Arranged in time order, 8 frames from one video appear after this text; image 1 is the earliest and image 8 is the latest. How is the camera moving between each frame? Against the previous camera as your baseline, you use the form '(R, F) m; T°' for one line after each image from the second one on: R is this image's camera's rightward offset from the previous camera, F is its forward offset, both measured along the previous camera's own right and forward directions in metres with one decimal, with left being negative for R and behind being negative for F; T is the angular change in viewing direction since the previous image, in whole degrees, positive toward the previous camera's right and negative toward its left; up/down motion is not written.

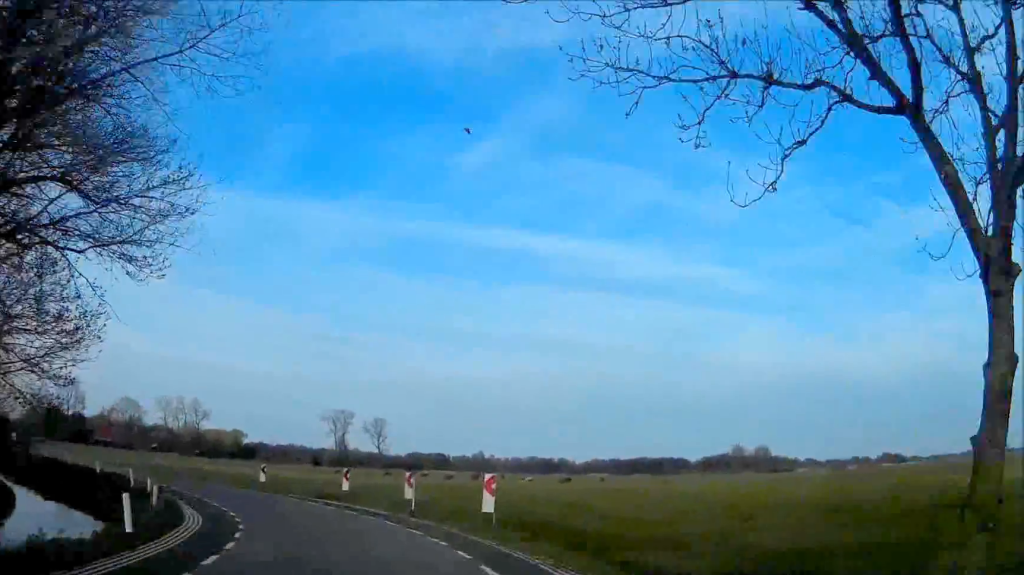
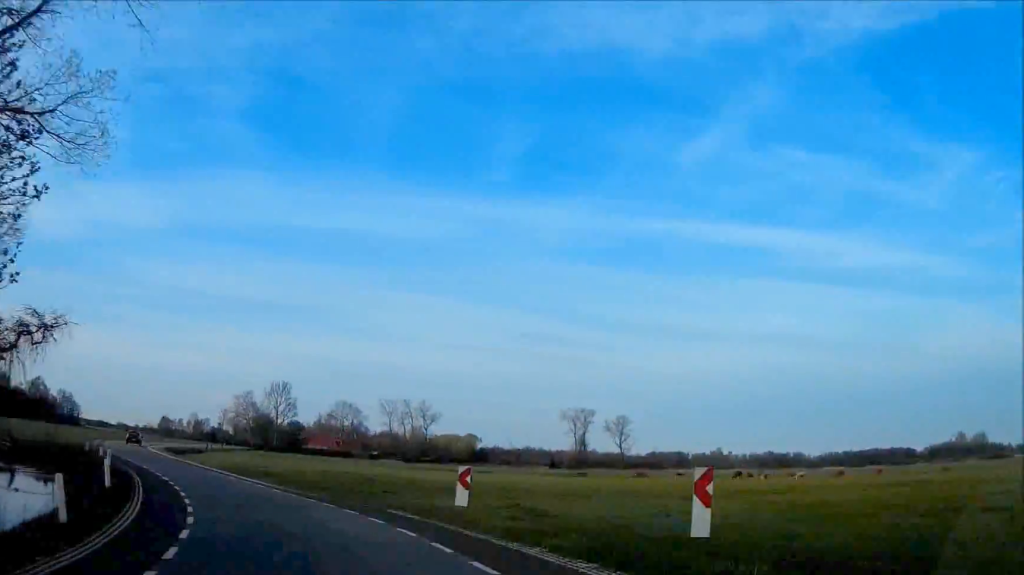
(-0.6, +21.4) m; -12°
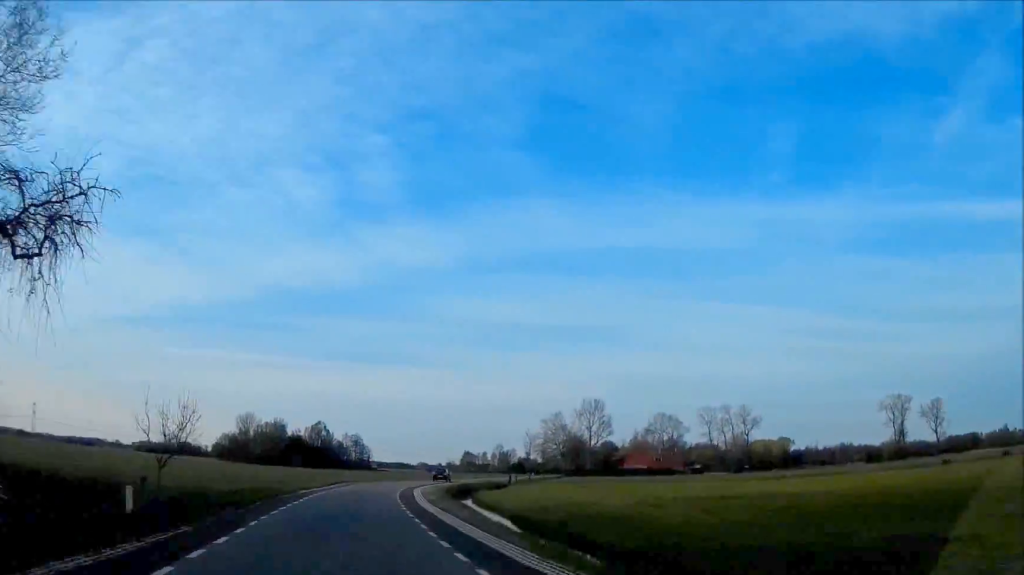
(-5.0, +26.1) m; -14°
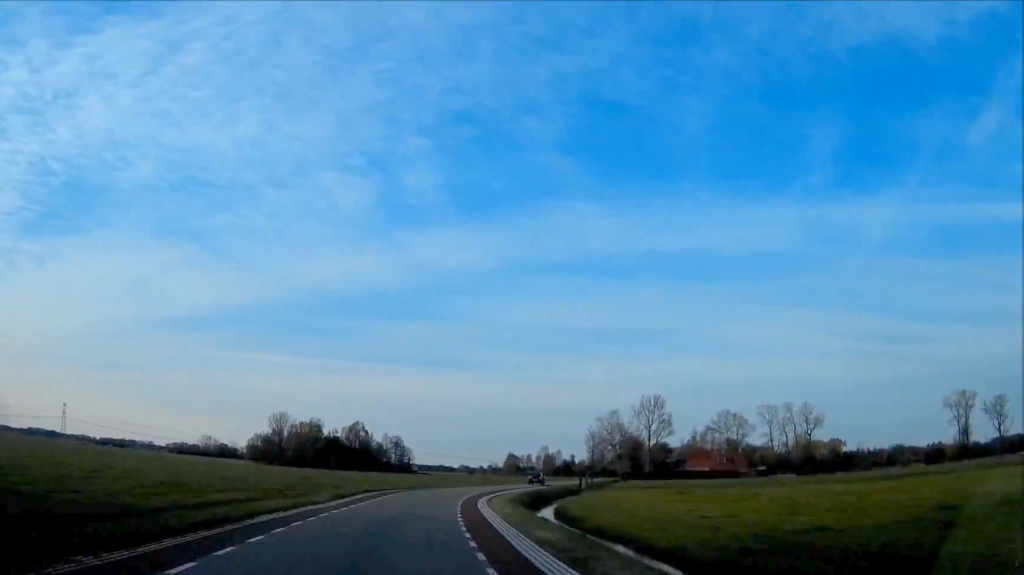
(-1.2, +20.4) m; 0°
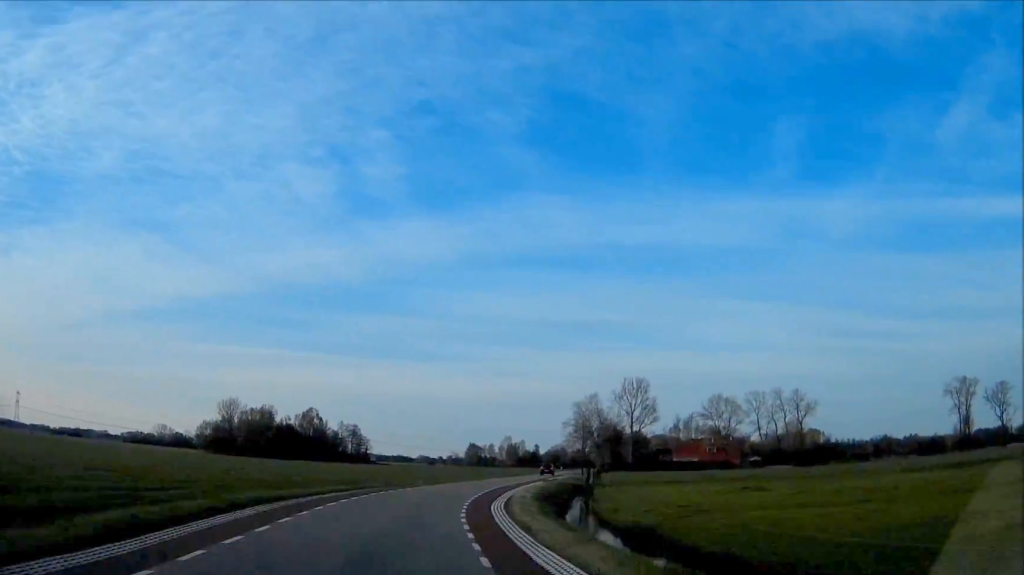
(+0.1, +22.0) m; +3°
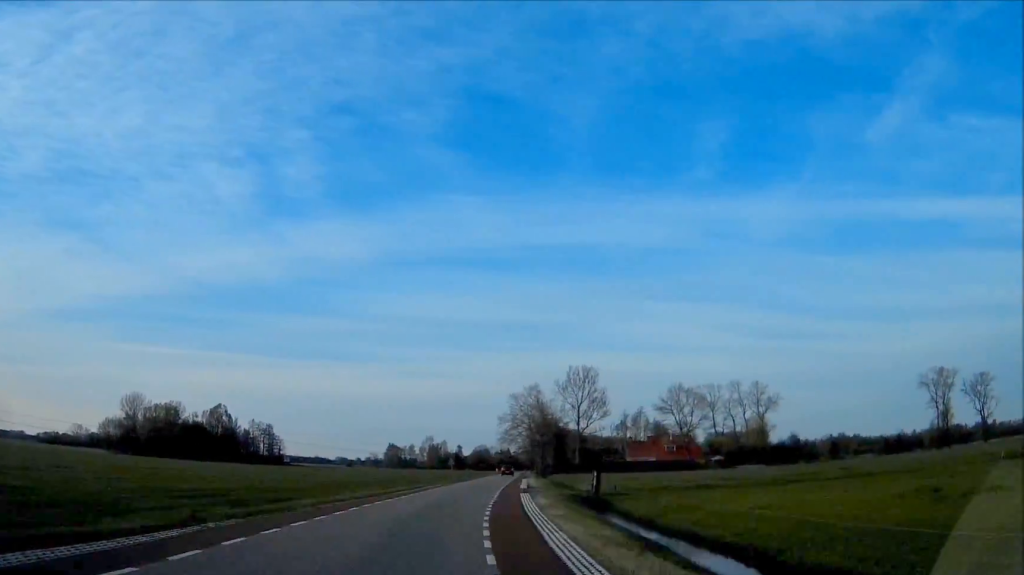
(+1.0, +26.1) m; +6°
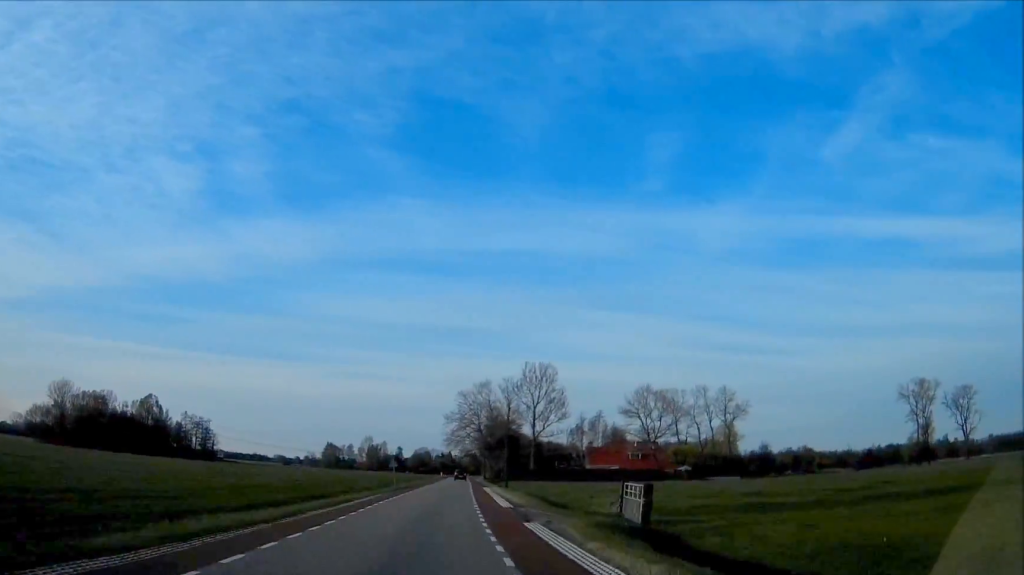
(+1.0, +17.5) m; +2°
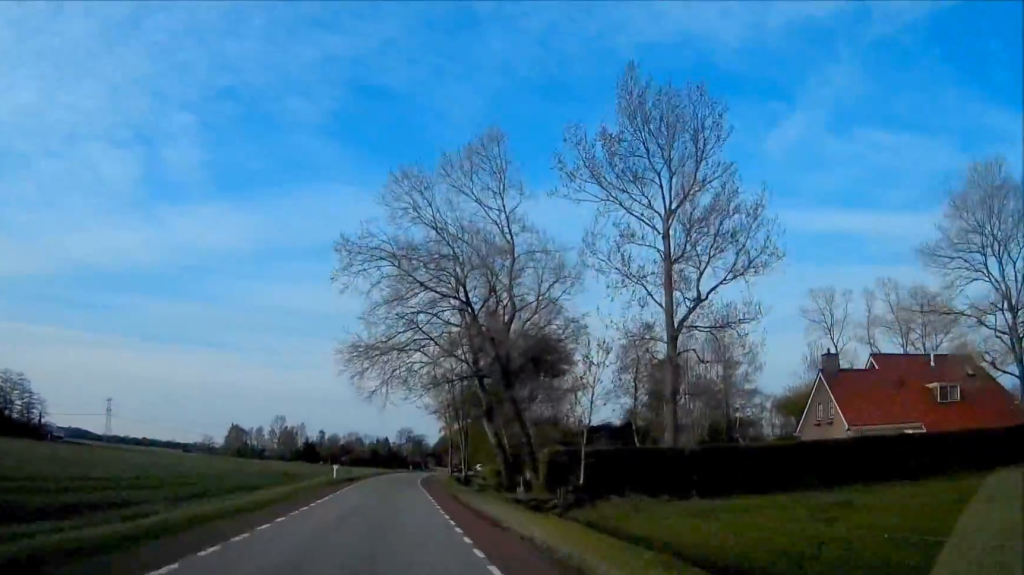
(+6.4, +118.6) m; +3°
